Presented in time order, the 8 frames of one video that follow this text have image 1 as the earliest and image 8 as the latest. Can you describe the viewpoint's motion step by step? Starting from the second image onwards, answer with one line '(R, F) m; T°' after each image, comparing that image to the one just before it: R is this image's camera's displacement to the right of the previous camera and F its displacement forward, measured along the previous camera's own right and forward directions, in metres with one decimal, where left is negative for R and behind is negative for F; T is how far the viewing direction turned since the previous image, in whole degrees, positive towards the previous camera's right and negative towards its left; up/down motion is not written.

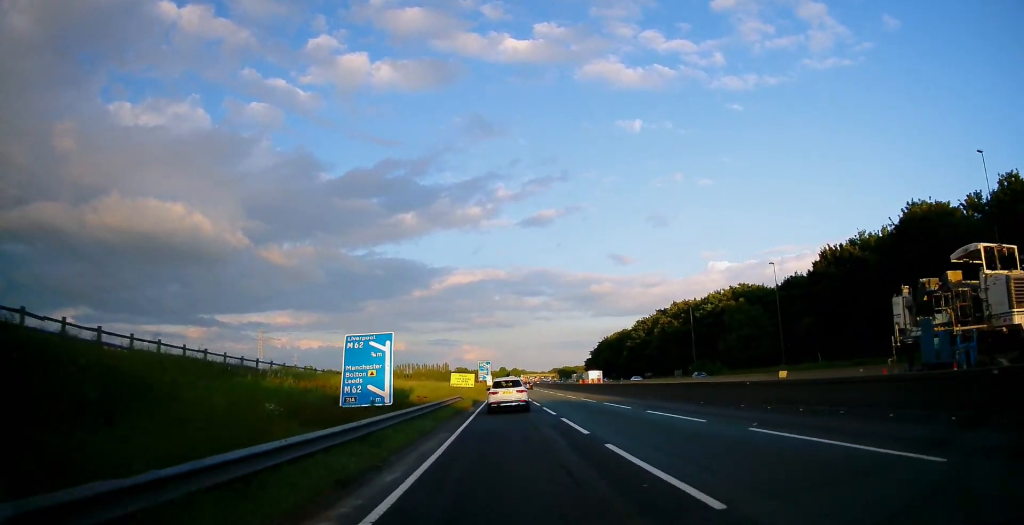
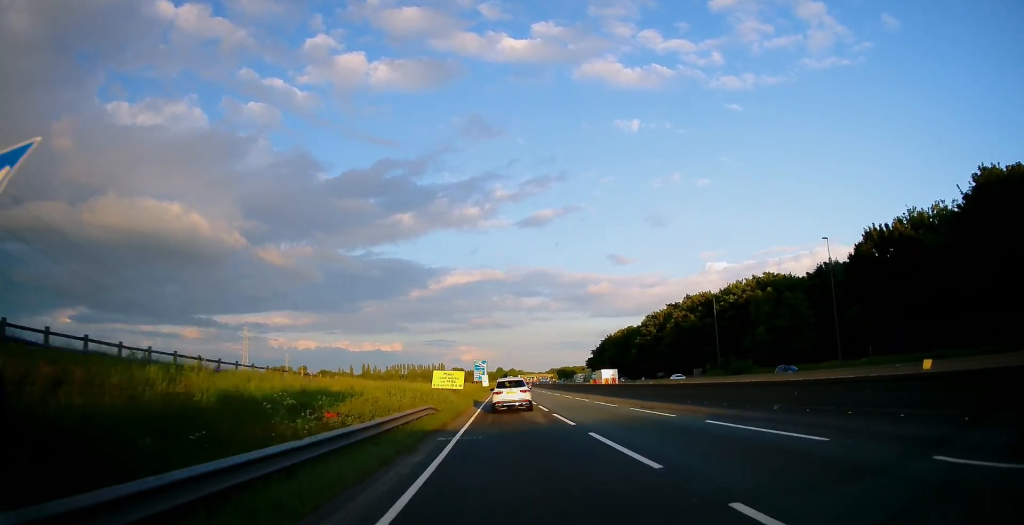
(-0.1, +15.2) m; +1°
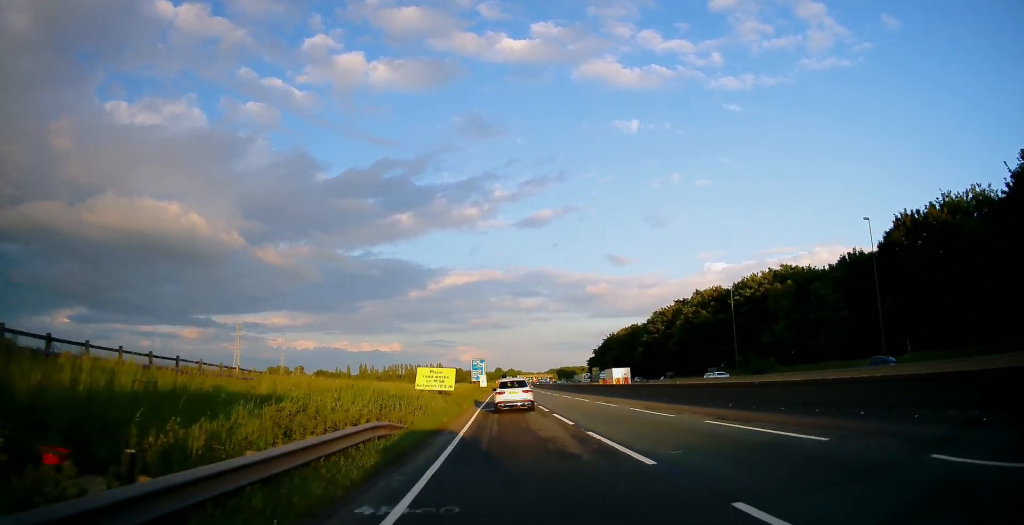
(+0.1, +8.7) m; +1°
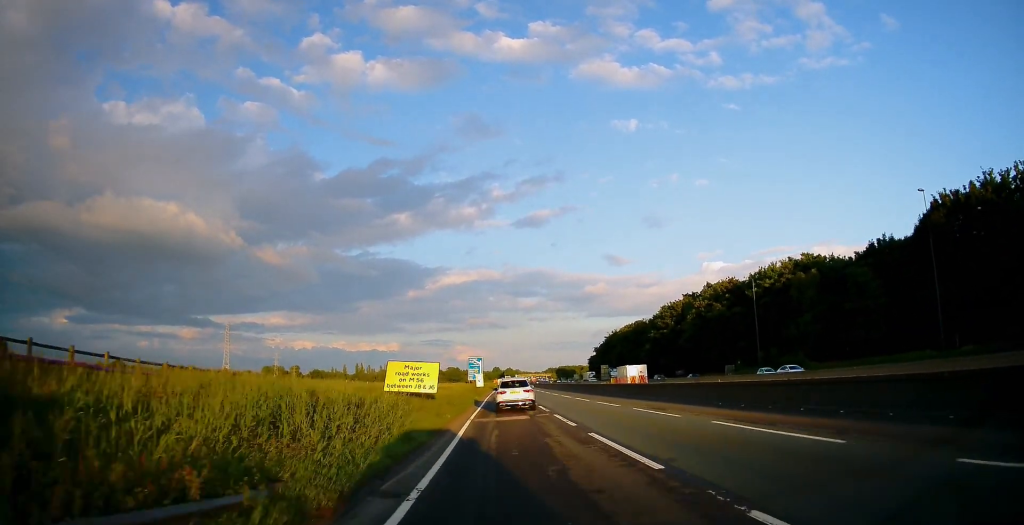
(+0.3, +9.8) m; +1°
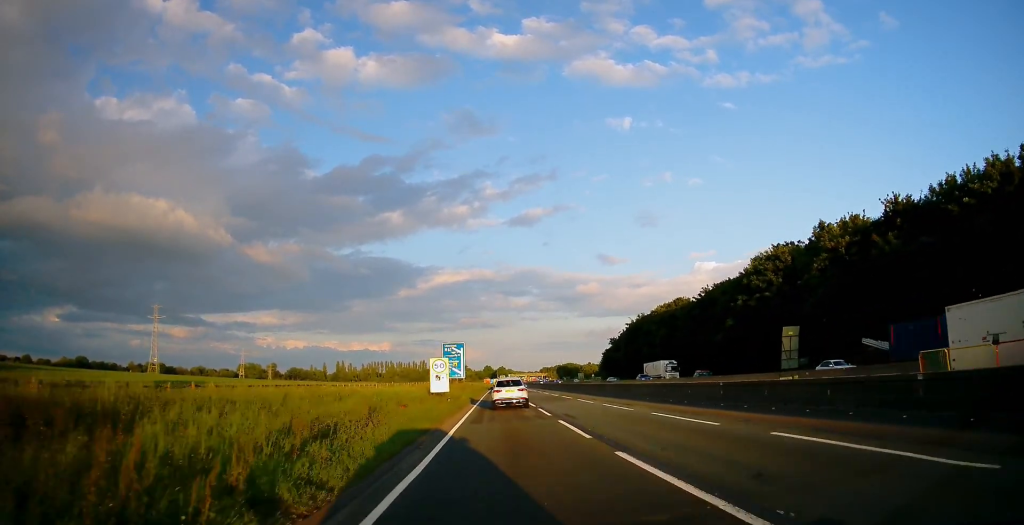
(-0.8, +58.5) m; 0°
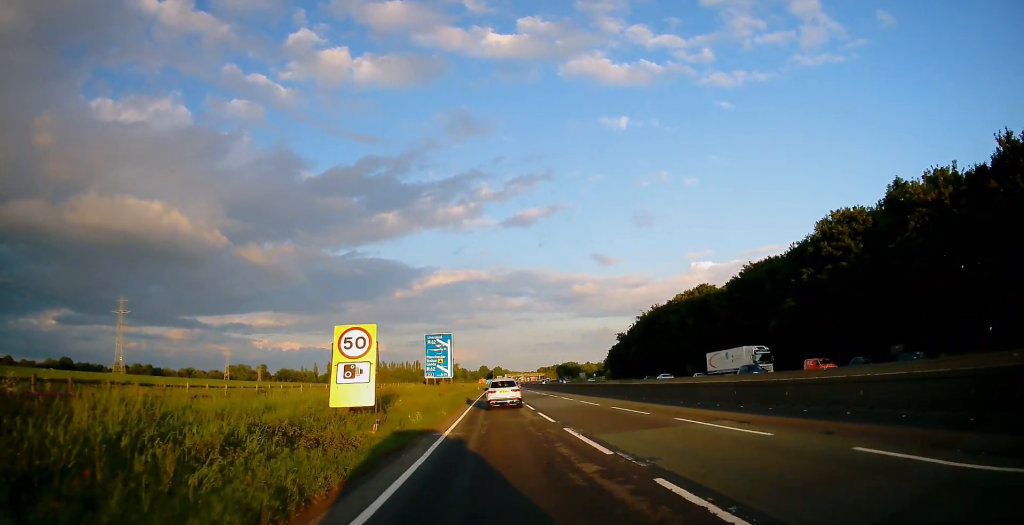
(+0.2, +22.3) m; 0°
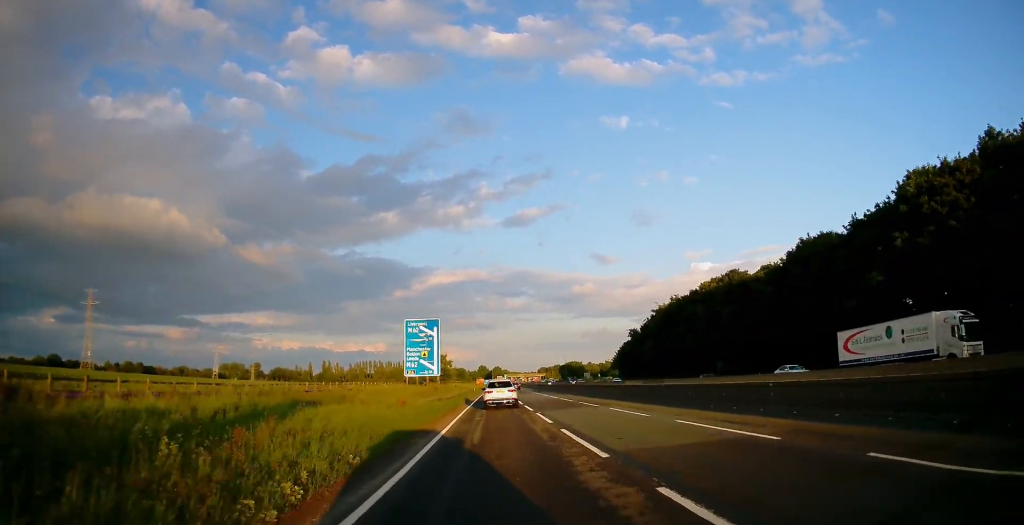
(-0.1, +18.4) m; -1°
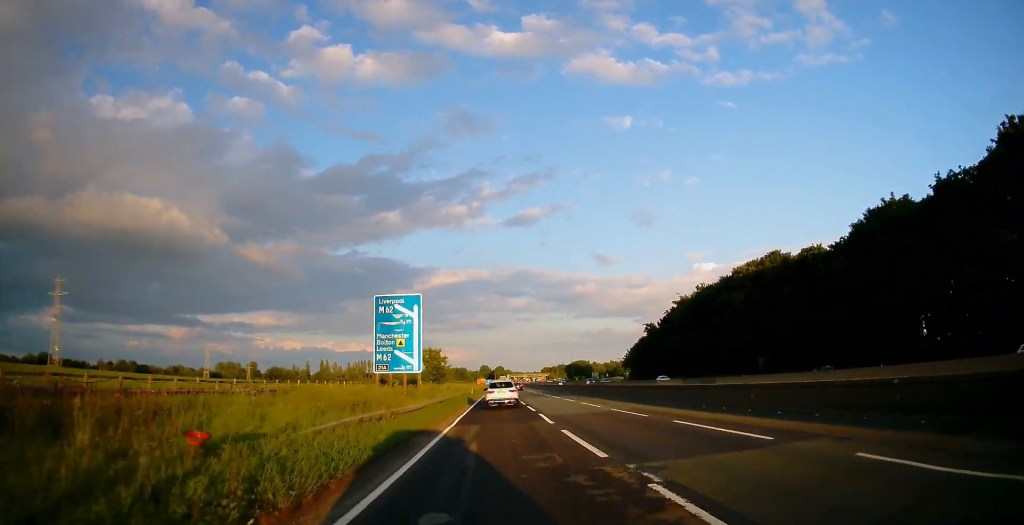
(-0.1, +18.1) m; 0°
